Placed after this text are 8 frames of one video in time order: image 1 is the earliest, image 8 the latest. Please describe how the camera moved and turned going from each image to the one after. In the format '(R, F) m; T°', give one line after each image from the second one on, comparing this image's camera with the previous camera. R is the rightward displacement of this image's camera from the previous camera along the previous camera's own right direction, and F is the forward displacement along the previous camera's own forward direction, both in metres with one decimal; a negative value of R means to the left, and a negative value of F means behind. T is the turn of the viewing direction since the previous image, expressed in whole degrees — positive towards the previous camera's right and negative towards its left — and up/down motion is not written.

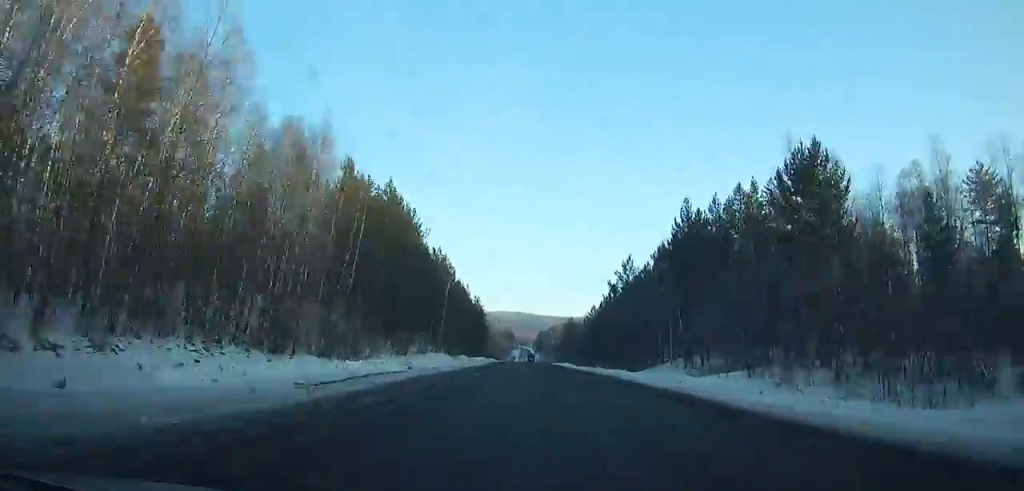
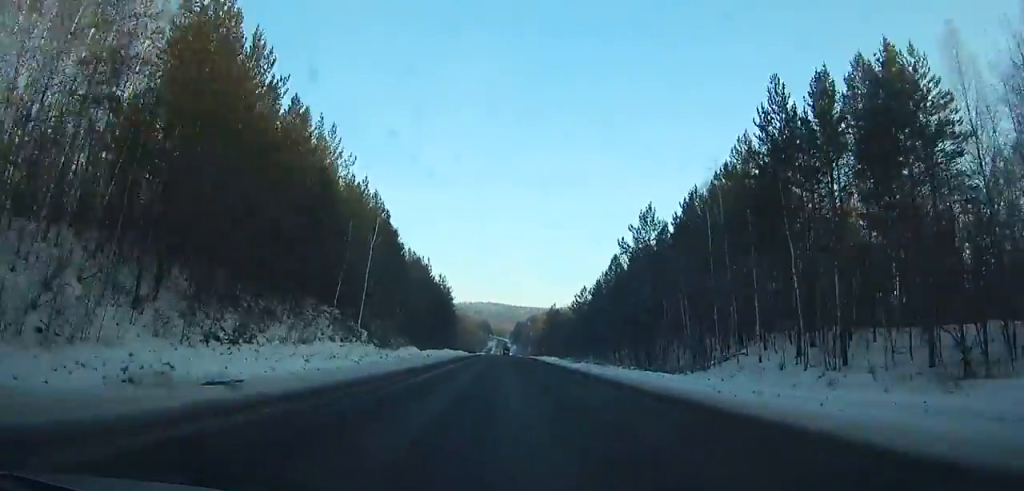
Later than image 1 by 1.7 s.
(+0.4, +34.9) m; 0°
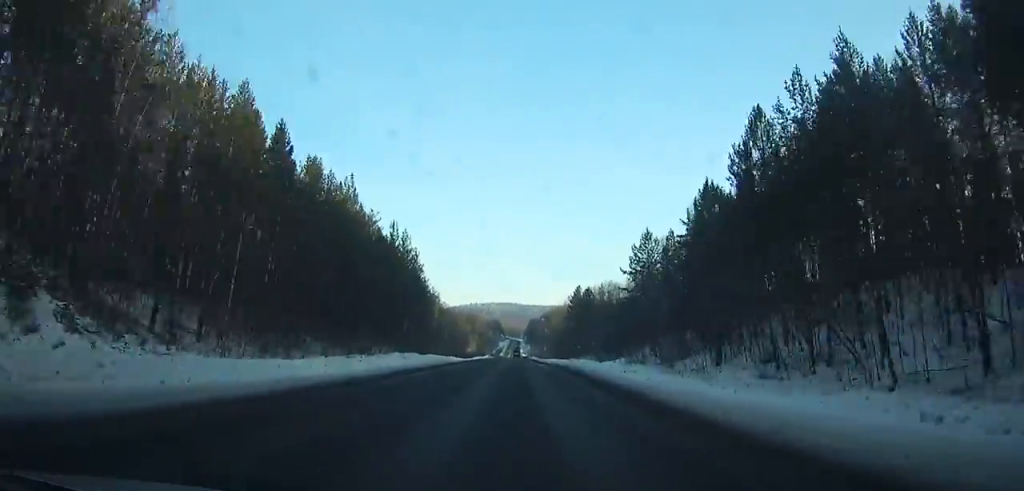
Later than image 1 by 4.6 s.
(-0.1, +65.3) m; -1°
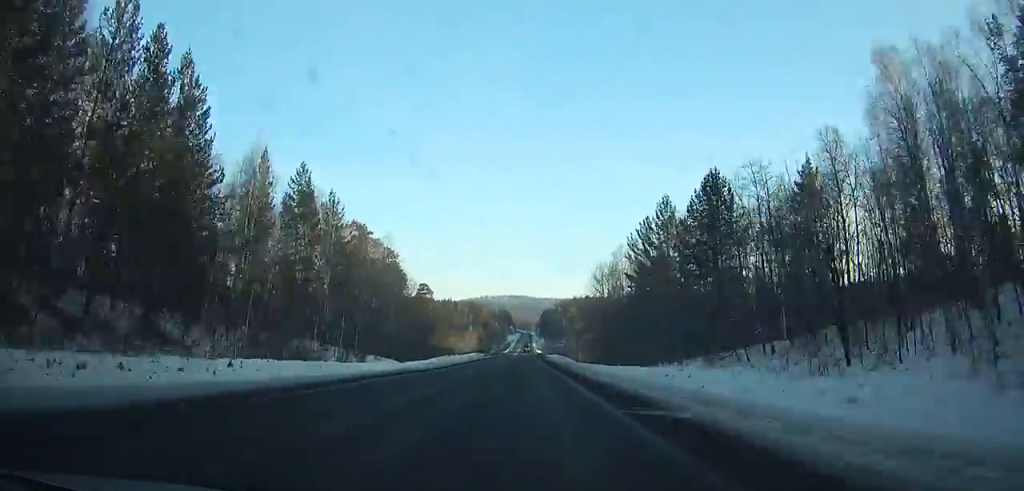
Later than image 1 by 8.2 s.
(-1.1, +88.2) m; -1°
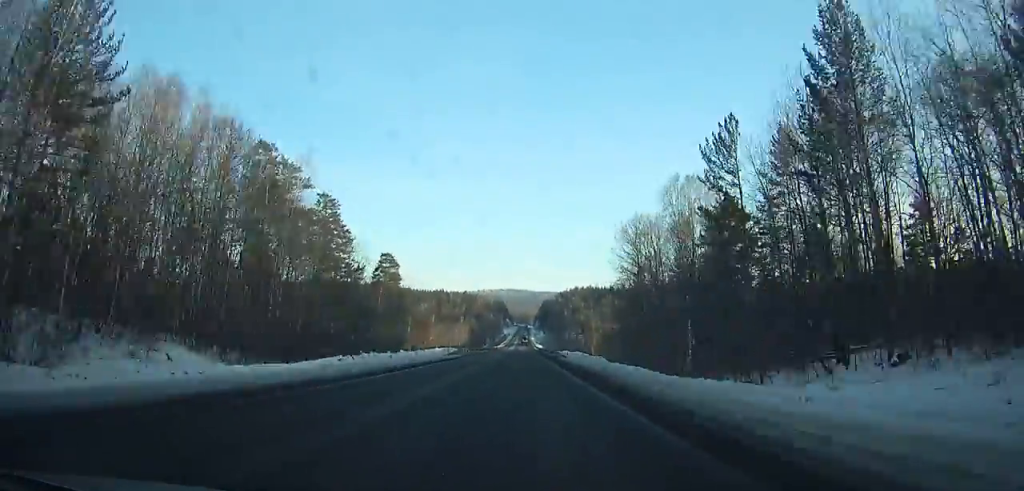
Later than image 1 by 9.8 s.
(-0.2, +40.4) m; 0°
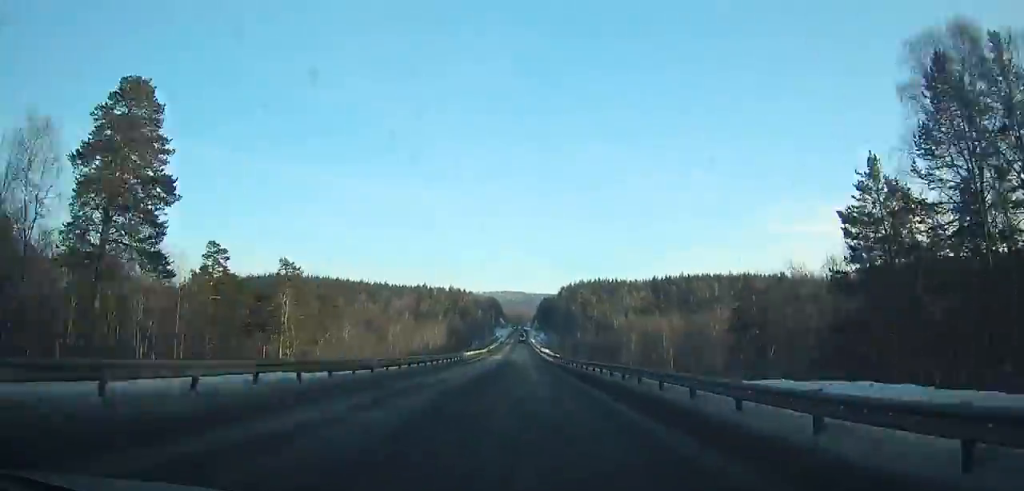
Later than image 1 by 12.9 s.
(0.0, +79.5) m; 0°
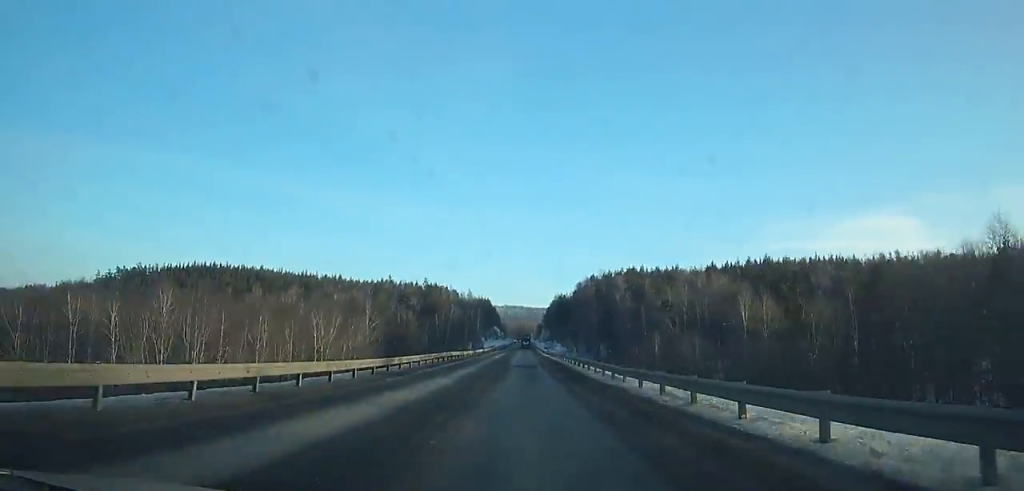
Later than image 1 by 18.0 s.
(+0.5, +129.8) m; +1°
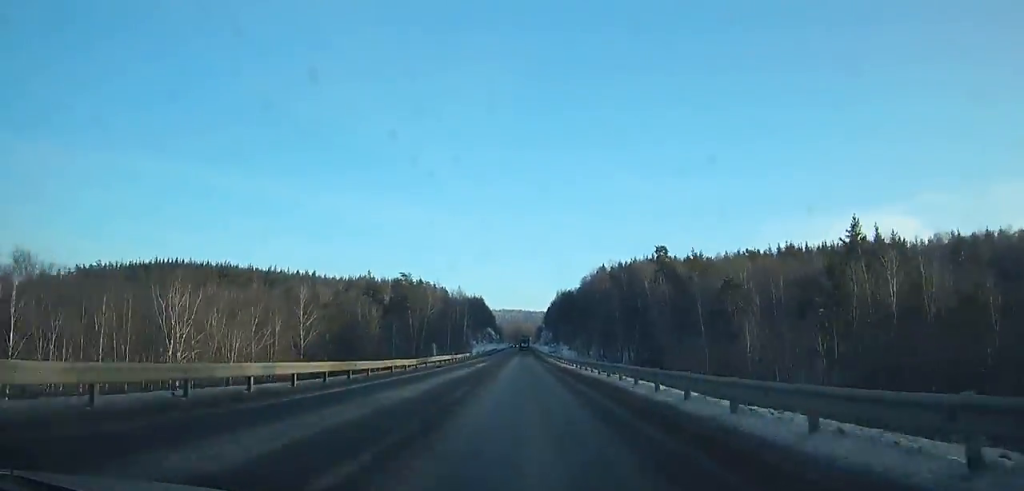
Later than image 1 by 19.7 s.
(+0.1, +42.5) m; 0°
